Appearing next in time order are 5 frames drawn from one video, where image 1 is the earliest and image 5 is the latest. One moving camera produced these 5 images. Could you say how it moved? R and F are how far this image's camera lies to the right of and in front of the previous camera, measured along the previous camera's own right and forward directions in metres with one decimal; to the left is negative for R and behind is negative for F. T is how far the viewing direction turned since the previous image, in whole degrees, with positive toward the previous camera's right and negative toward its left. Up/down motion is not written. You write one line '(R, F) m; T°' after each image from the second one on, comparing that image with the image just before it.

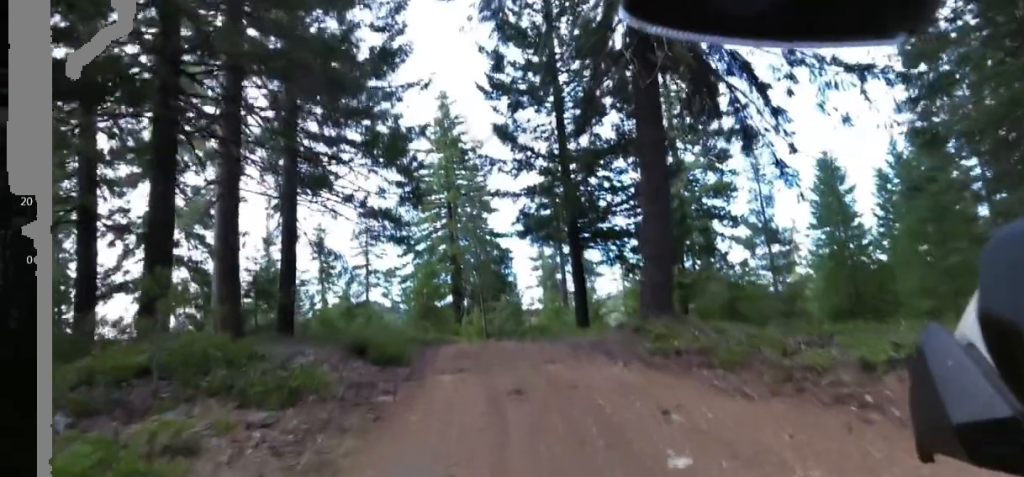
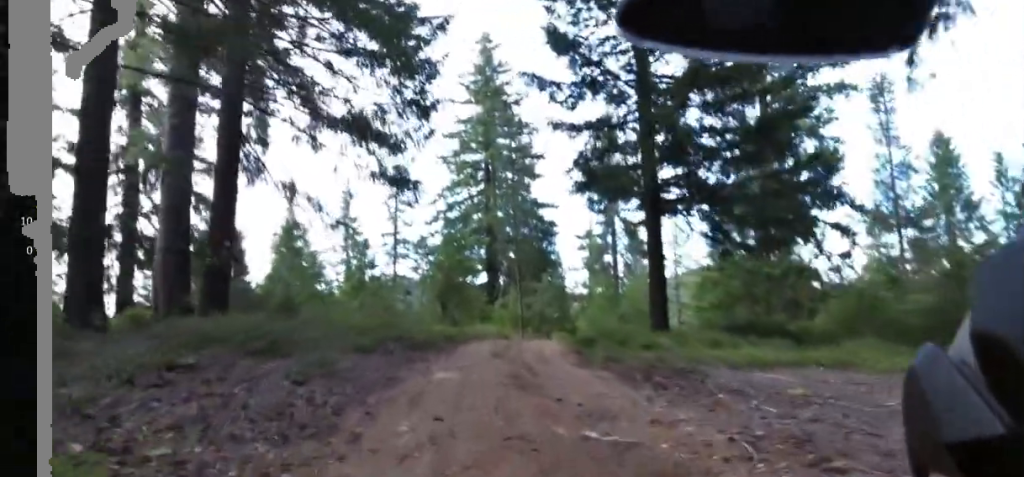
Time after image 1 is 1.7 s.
(0.0, +6.7) m; +2°
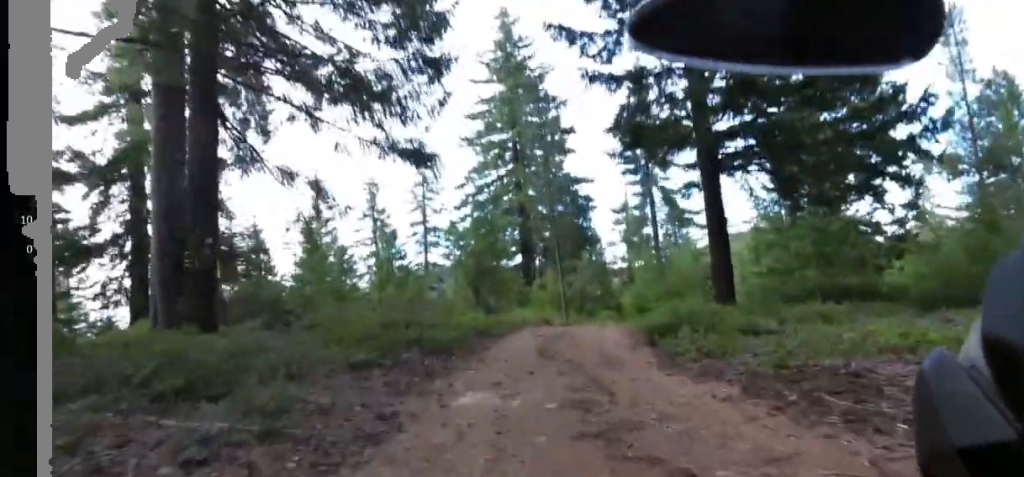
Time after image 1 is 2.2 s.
(-0.1, +1.7) m; +3°
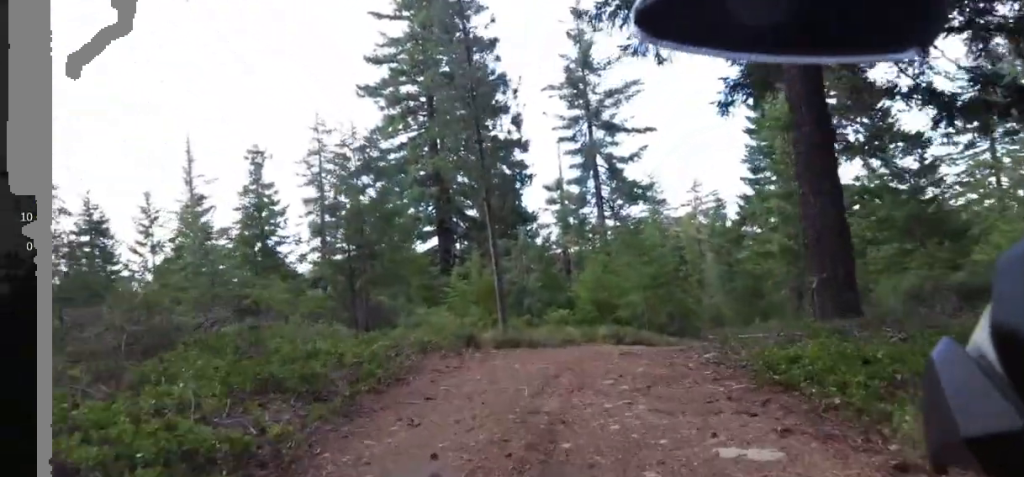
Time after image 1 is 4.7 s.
(+1.7, +6.5) m; +13°
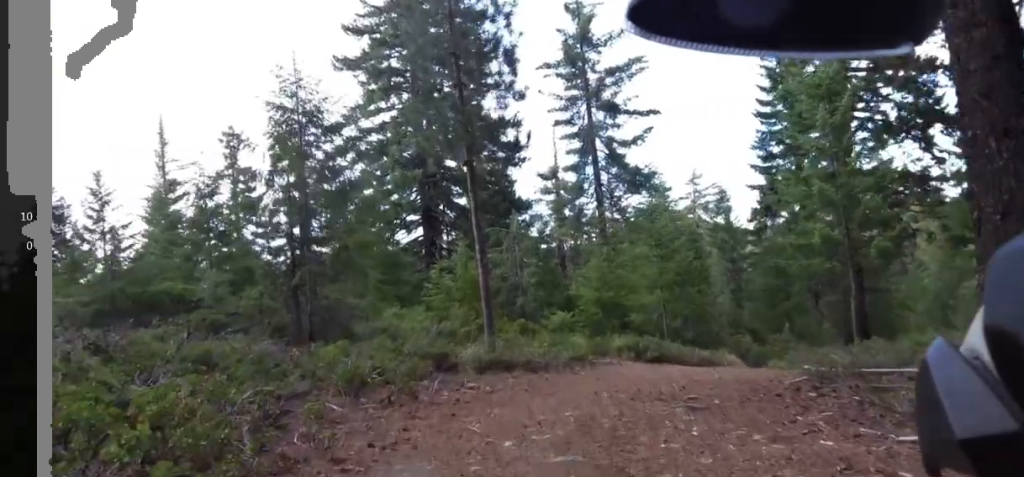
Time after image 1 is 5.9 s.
(-0.1, +3.3) m; +19°
